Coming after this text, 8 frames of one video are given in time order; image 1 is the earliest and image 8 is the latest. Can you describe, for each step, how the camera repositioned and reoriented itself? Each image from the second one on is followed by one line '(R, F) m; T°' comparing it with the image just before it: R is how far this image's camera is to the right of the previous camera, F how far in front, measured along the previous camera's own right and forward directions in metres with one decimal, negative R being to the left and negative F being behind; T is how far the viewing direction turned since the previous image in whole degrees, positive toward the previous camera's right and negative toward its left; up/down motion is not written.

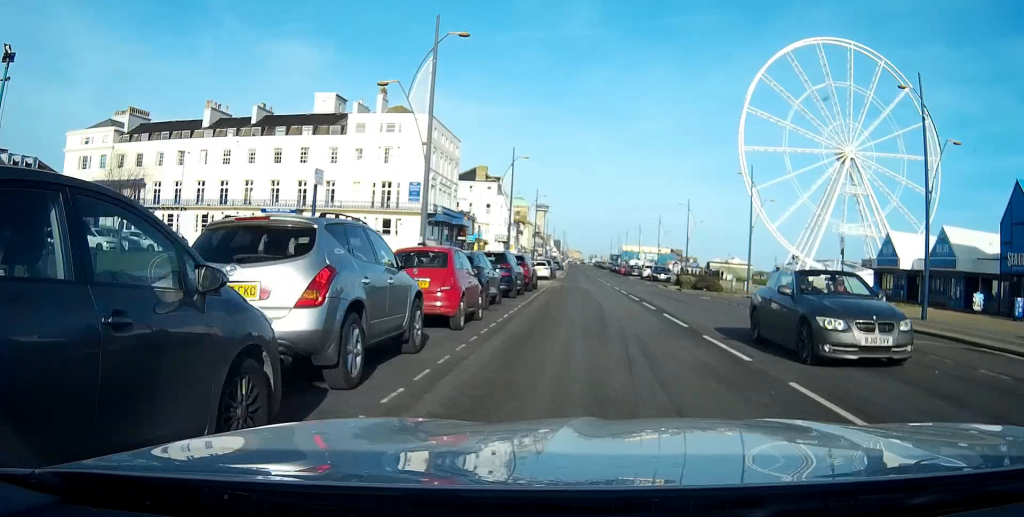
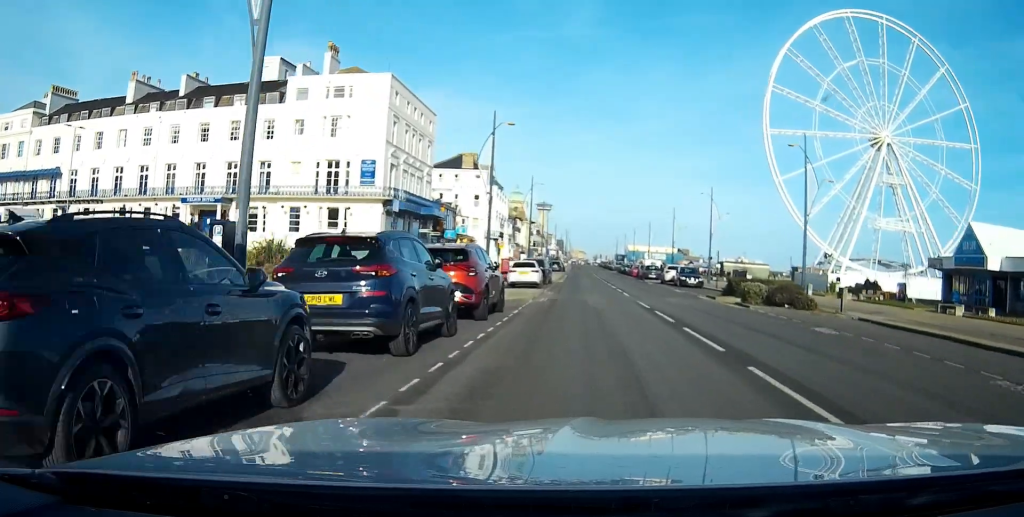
(0.0, +16.1) m; 0°
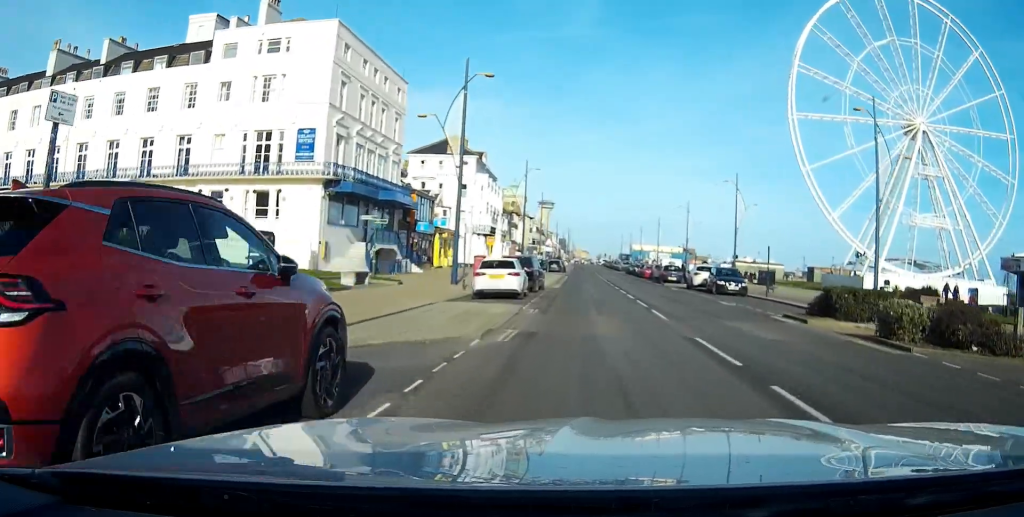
(0.0, +12.8) m; 0°
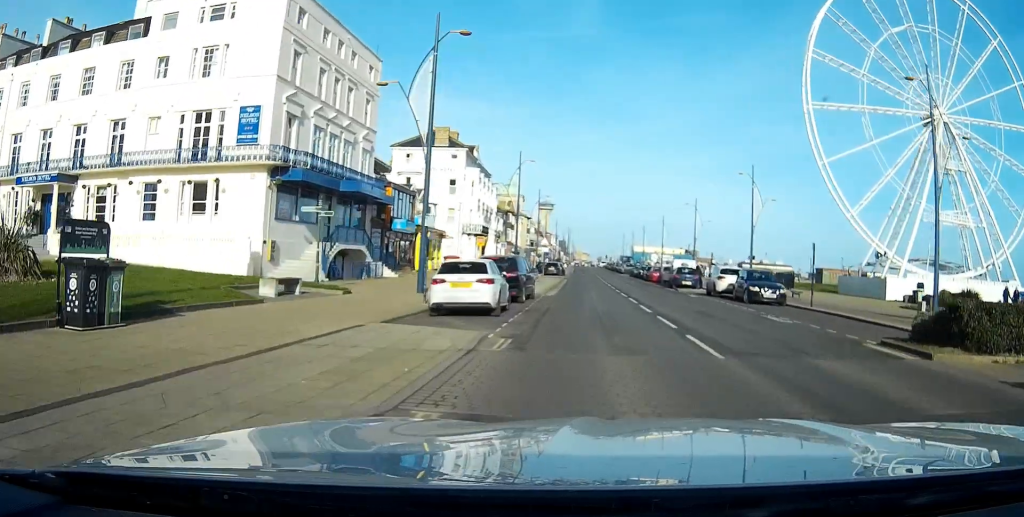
(0.0, +7.2) m; 0°
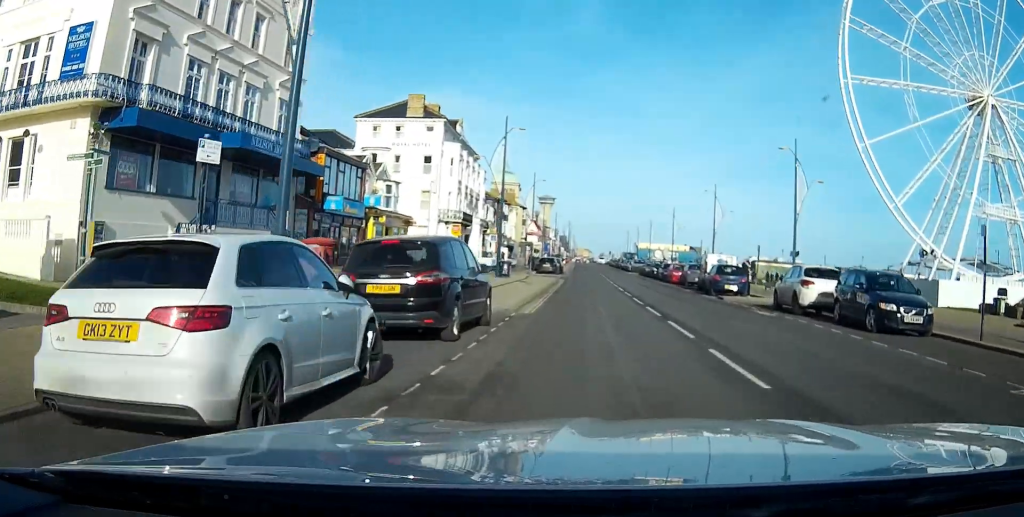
(+0.1, +13.2) m; 0°
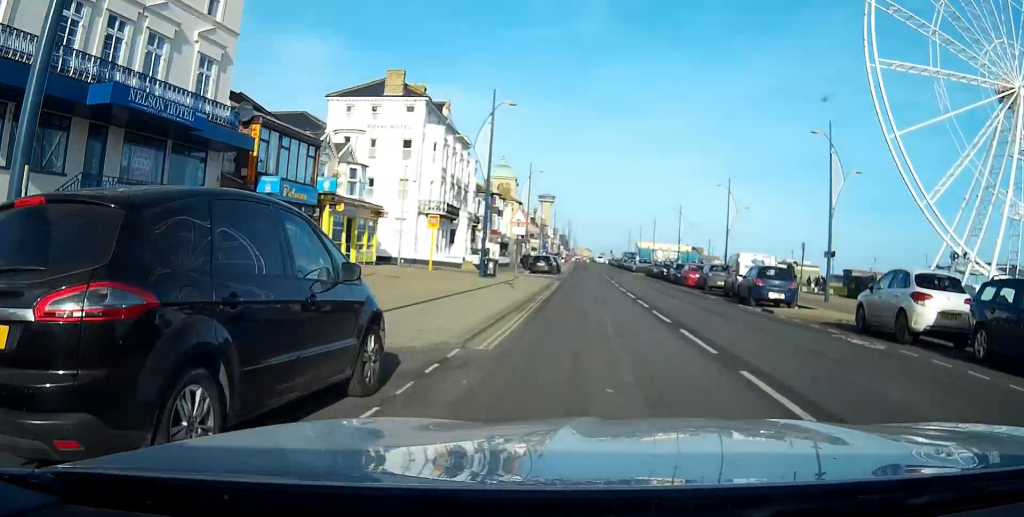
(0.0, +7.7) m; 0°
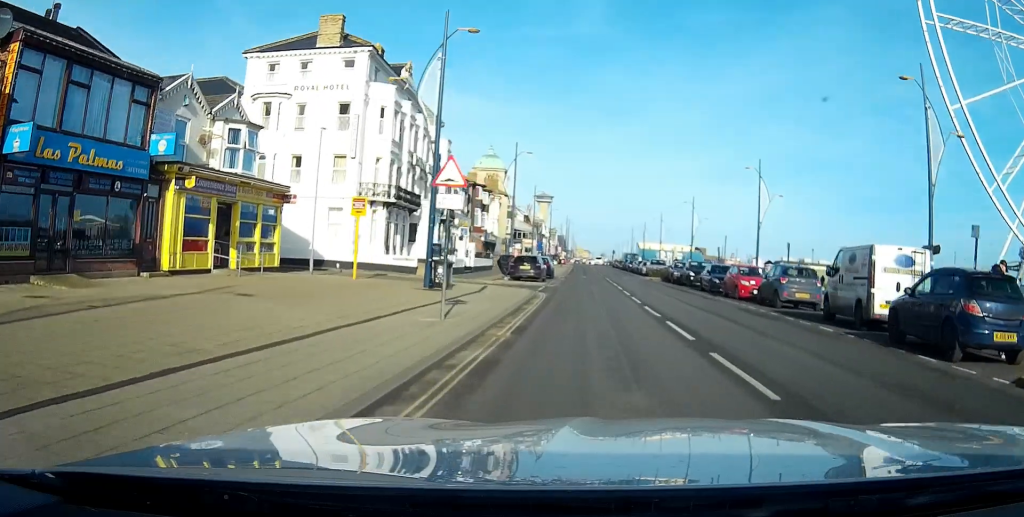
(0.0, +14.3) m; 0°
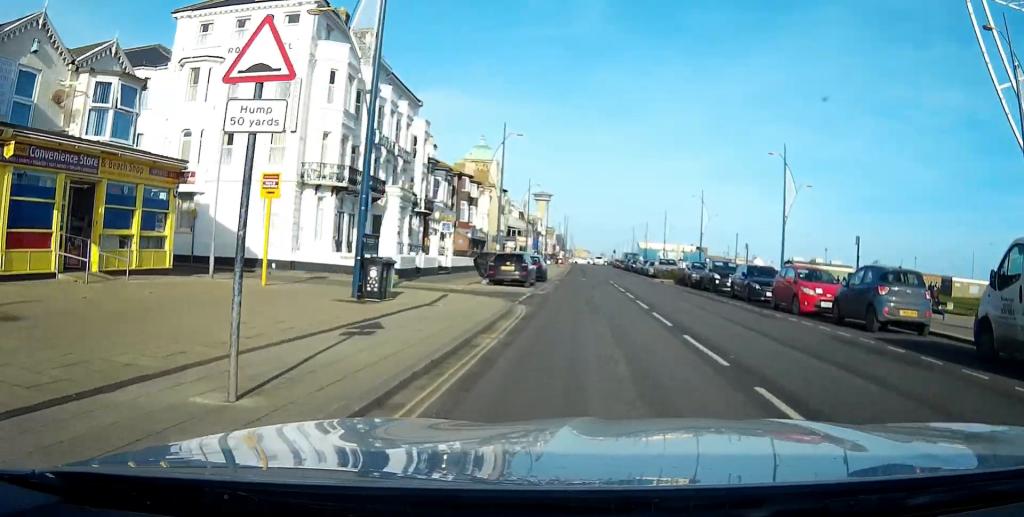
(0.0, +8.5) m; 0°
